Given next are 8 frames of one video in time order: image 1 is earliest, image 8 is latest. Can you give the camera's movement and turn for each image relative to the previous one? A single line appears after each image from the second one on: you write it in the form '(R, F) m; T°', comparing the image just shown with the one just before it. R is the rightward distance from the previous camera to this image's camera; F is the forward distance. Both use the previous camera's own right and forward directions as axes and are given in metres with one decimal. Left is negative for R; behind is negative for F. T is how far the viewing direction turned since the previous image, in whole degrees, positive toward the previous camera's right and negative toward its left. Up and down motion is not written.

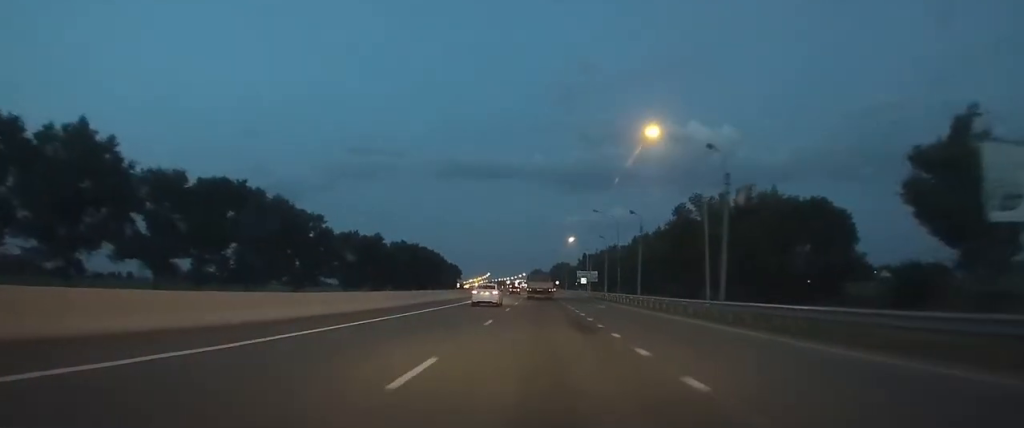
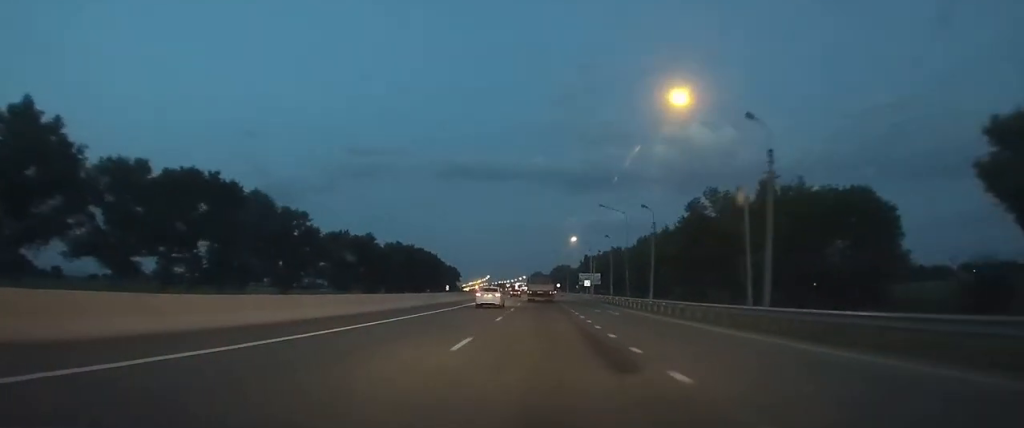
(0.0, +7.2) m; 0°
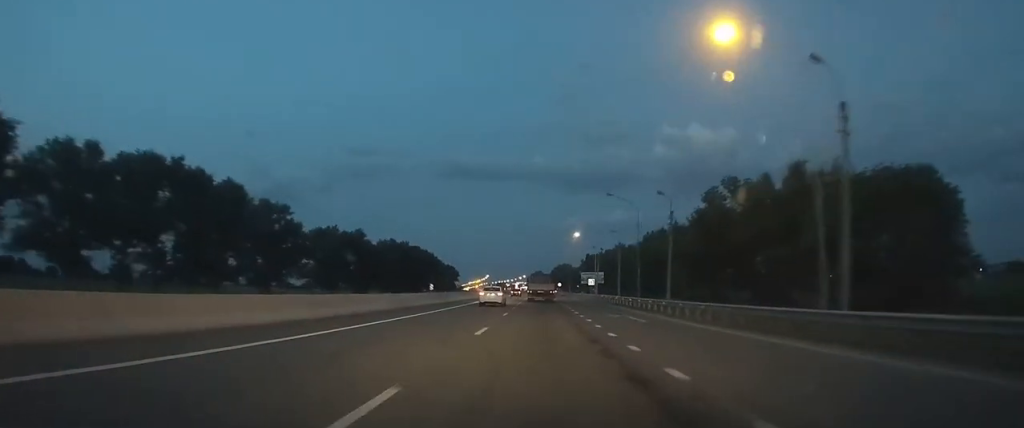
(0.0, +7.8) m; 0°
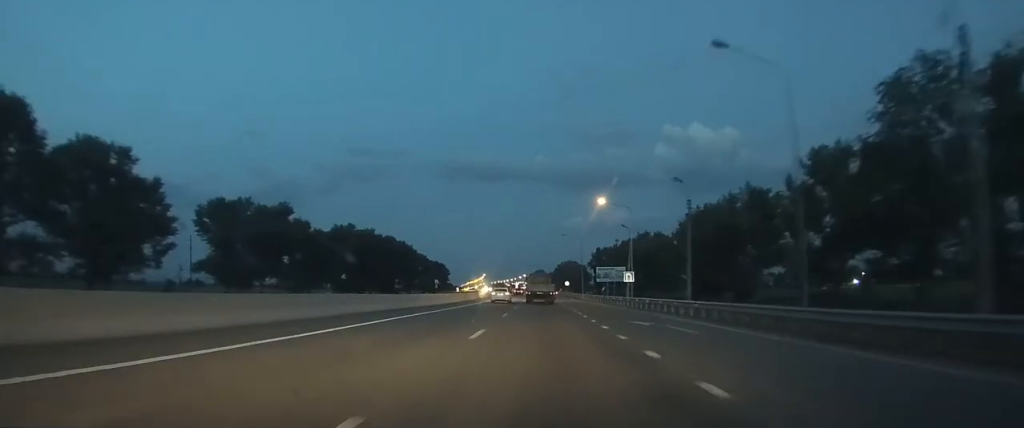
(+0.1, +38.1) m; +1°
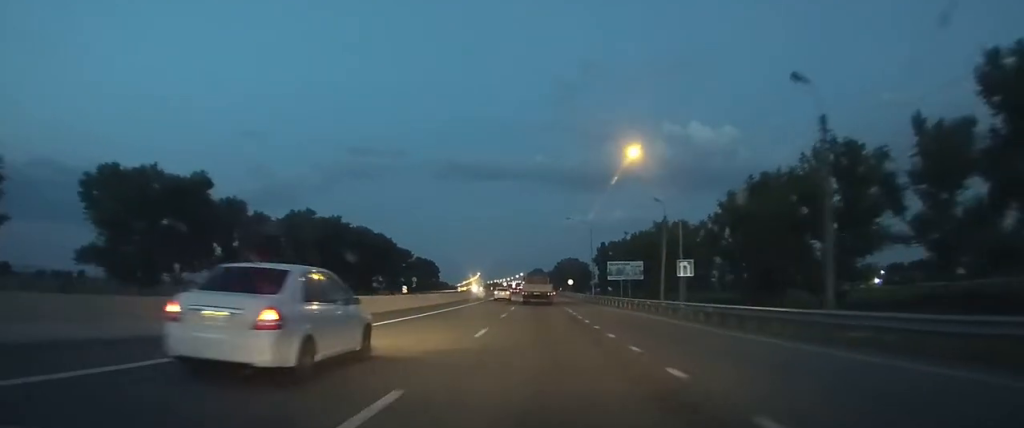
(+0.2, +22.5) m; +1°
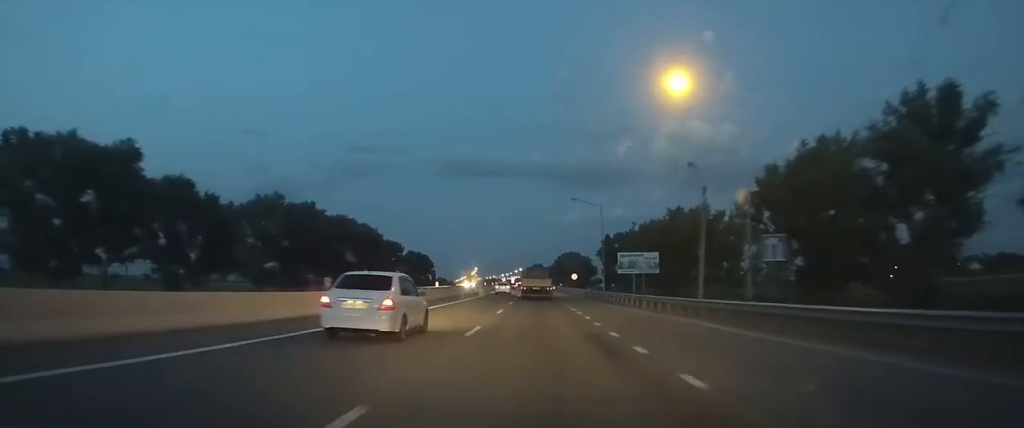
(0.0, +13.4) m; 0°
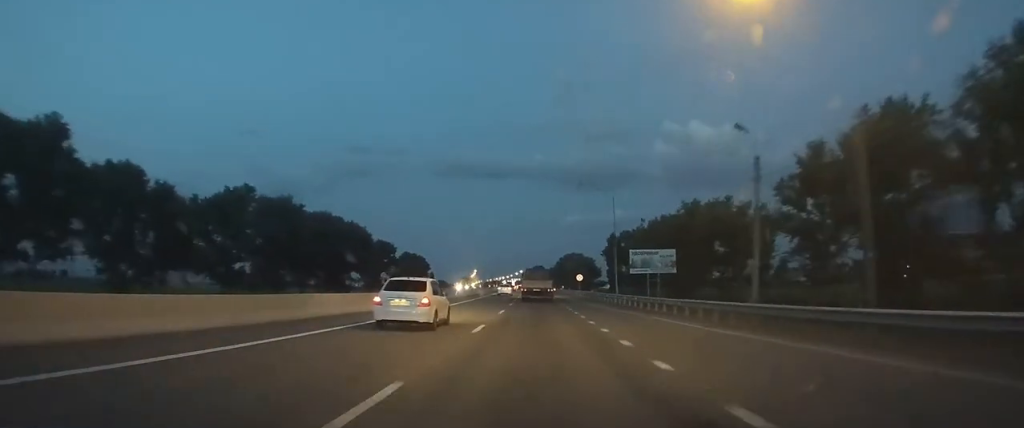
(+0.1, +10.4) m; 0°
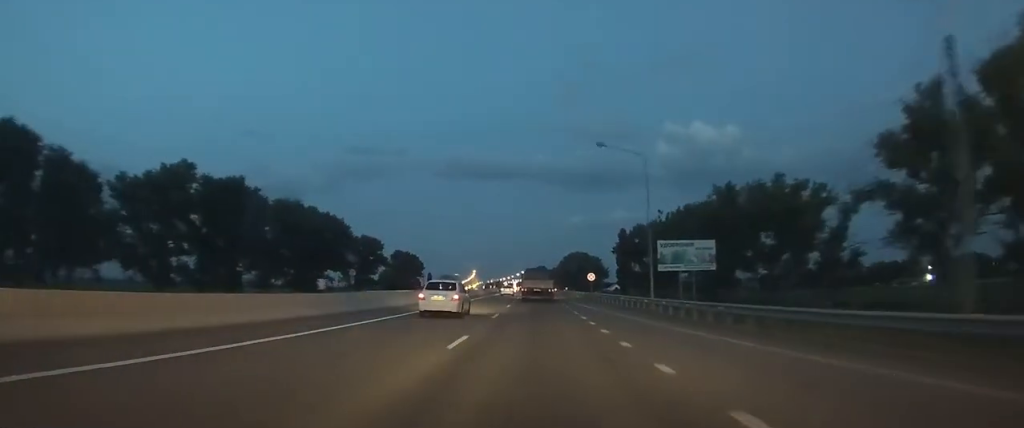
(0.0, +16.6) m; 0°
